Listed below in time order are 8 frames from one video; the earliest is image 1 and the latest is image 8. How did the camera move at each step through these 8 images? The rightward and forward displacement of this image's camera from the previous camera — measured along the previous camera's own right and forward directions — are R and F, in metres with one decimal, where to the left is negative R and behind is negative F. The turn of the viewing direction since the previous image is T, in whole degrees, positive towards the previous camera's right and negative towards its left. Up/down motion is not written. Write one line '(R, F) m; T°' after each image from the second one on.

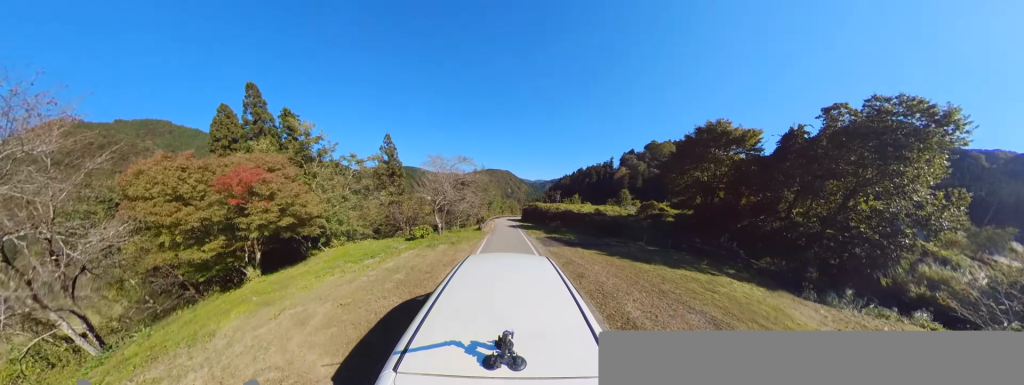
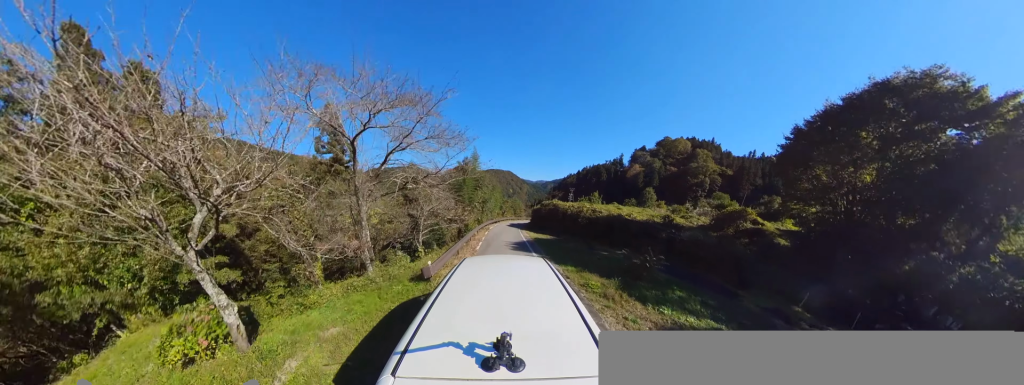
(0.0, +12.7) m; -2°
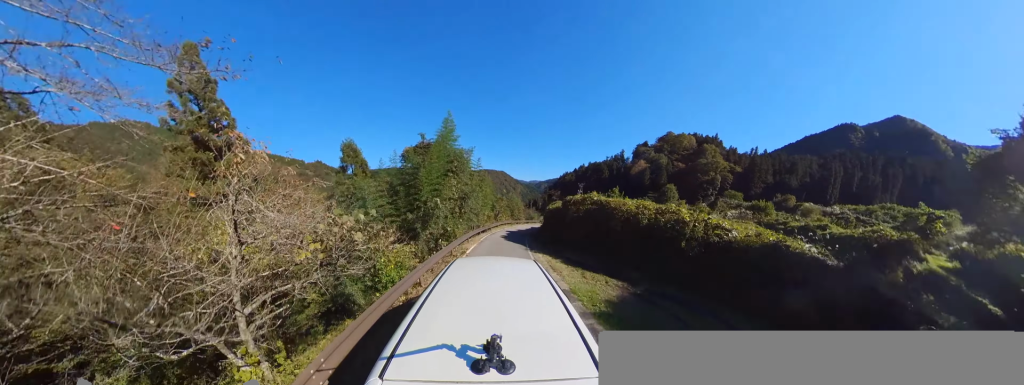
(-0.1, +12.1) m; +19°
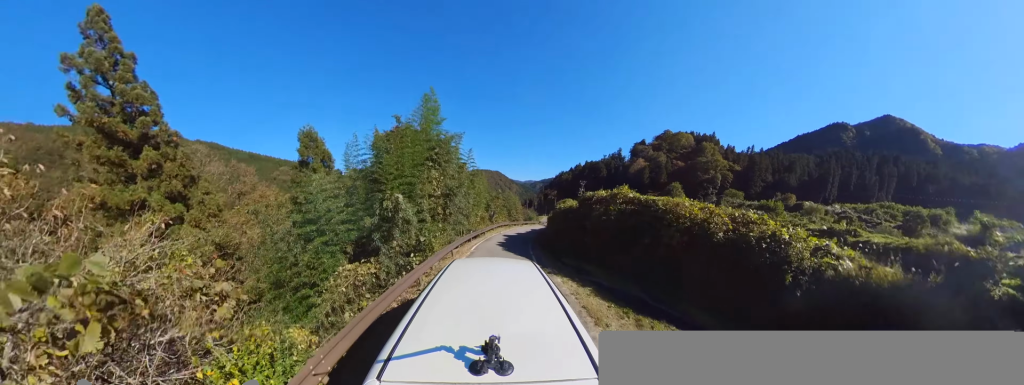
(+0.9, +3.7) m; +6°
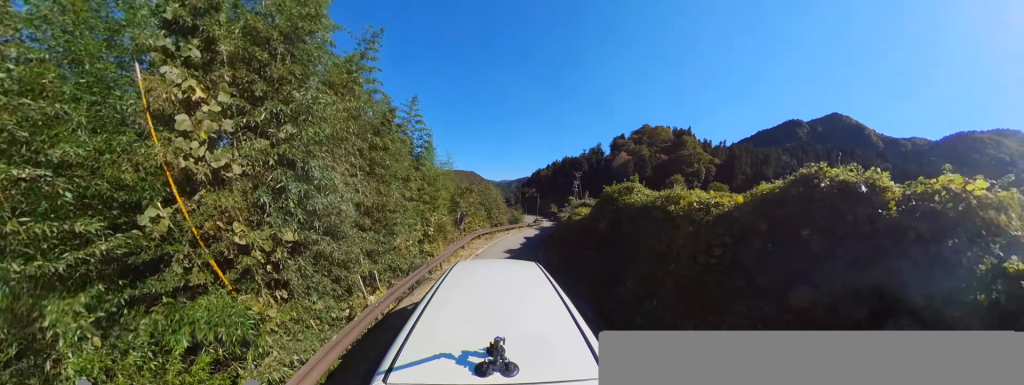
(+2.1, +10.5) m; +6°
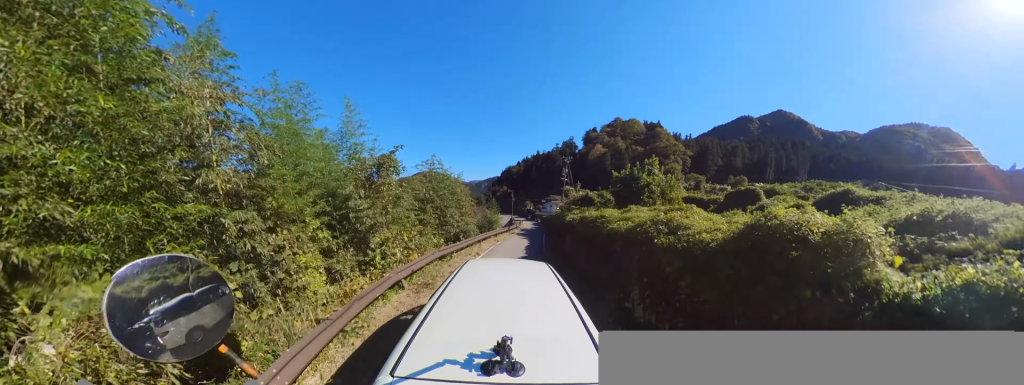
(-0.7, +10.0) m; -3°
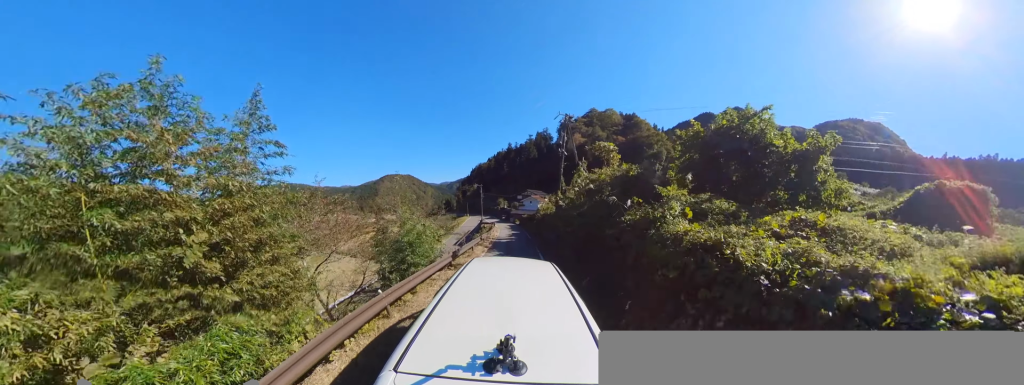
(+0.1, +13.1) m; -2°
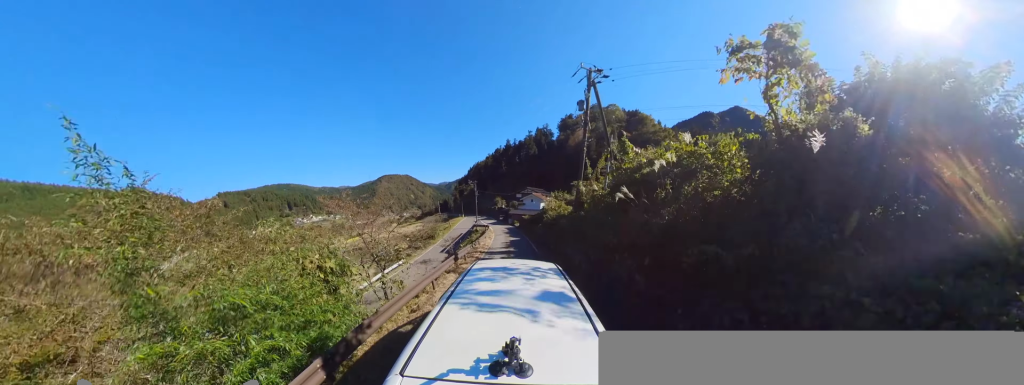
(0.0, +5.7) m; -2°
